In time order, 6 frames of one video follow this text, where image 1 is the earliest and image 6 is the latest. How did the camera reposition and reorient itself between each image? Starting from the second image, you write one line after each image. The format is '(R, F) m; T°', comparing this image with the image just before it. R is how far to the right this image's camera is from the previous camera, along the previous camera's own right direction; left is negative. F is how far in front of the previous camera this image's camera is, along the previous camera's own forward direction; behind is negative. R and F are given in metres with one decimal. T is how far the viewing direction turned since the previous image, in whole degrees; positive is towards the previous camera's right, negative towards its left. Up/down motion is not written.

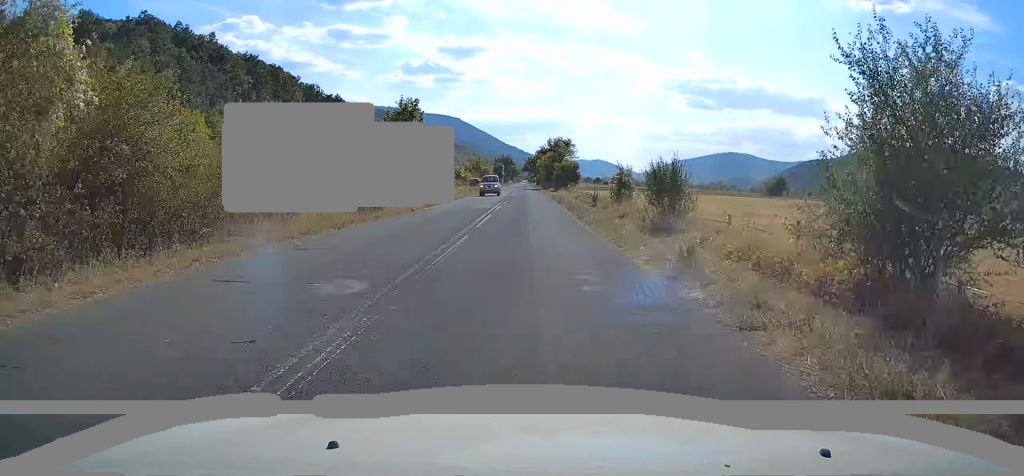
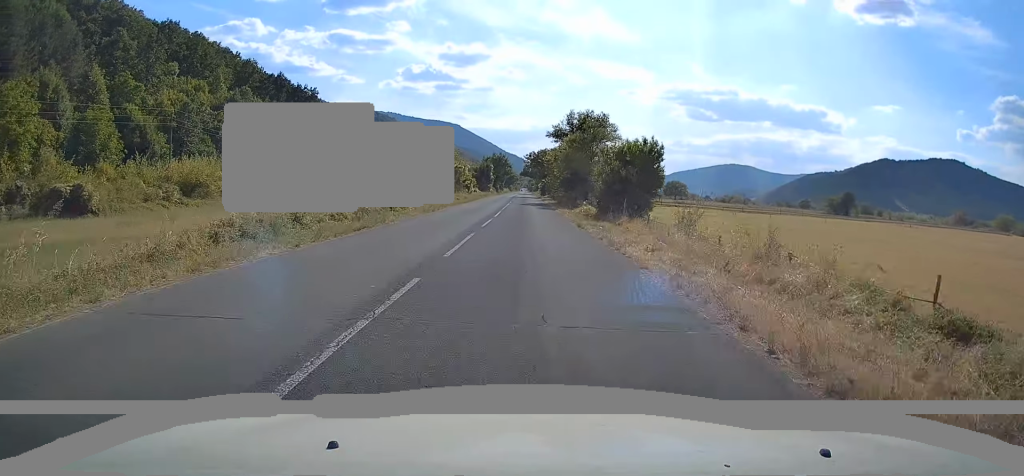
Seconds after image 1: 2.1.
(+0.7, +51.5) m; 0°
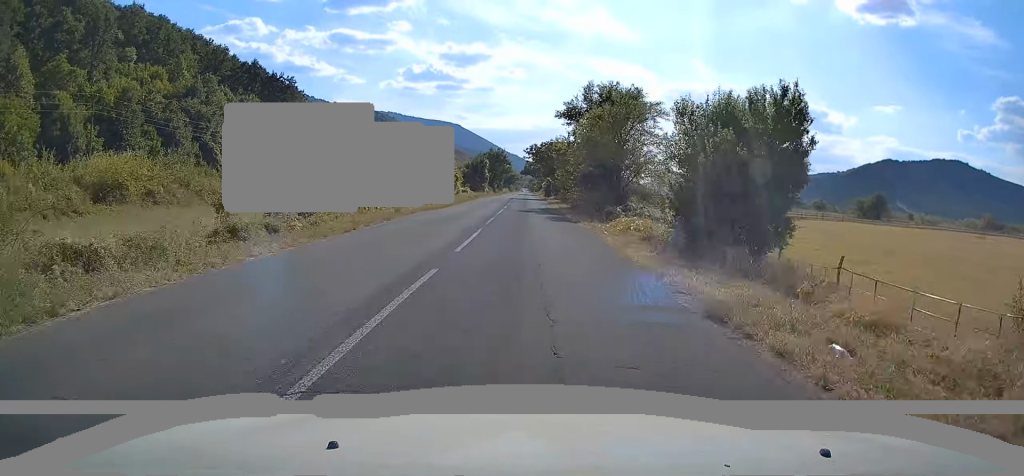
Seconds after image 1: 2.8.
(-0.1, +17.0) m; 0°
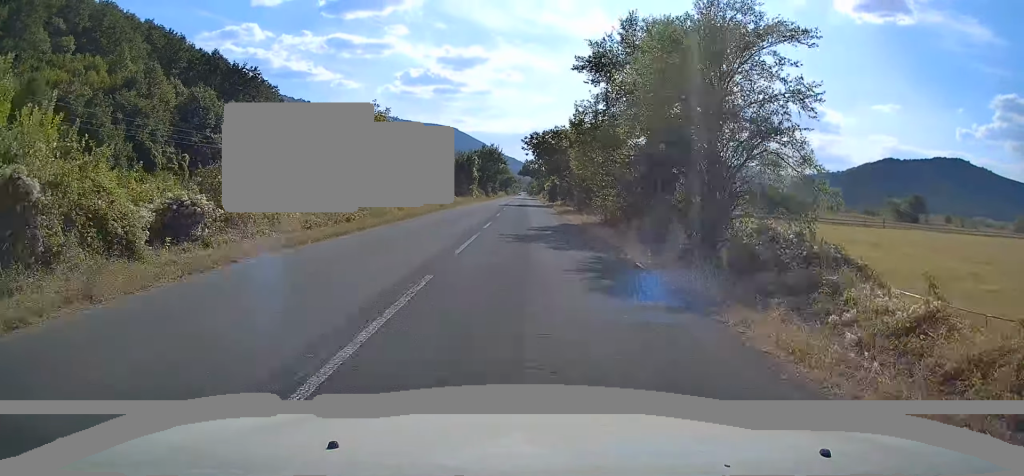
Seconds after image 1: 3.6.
(+0.1, +18.6) m; 0°
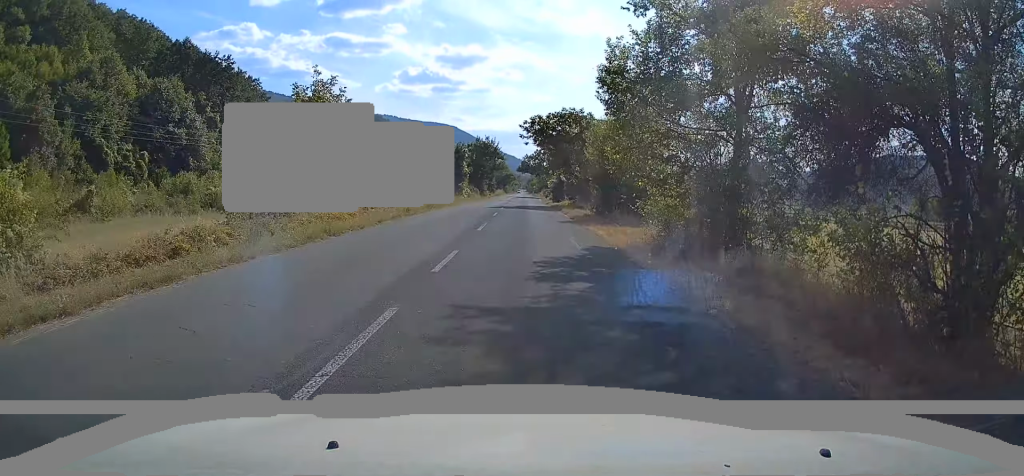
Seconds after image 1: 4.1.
(+0.1, +11.3) m; 0°
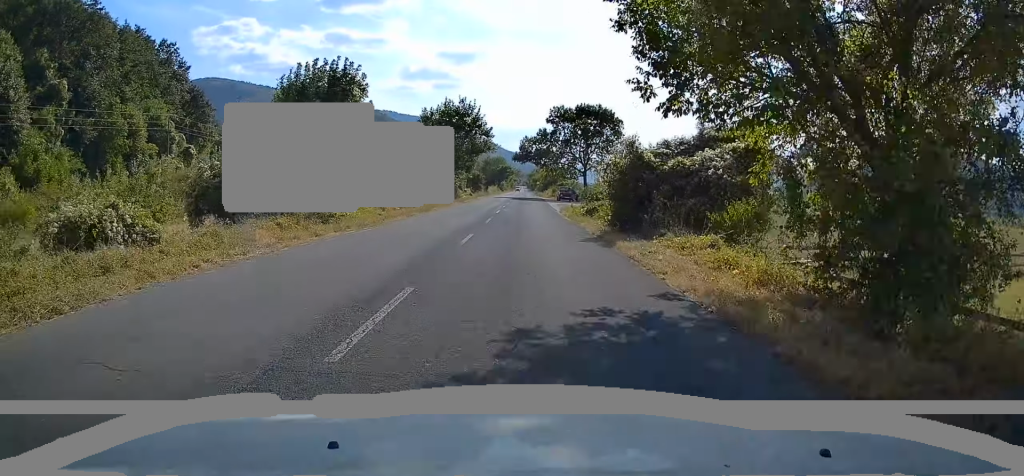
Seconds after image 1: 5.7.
(-0.1, +40.7) m; 0°
